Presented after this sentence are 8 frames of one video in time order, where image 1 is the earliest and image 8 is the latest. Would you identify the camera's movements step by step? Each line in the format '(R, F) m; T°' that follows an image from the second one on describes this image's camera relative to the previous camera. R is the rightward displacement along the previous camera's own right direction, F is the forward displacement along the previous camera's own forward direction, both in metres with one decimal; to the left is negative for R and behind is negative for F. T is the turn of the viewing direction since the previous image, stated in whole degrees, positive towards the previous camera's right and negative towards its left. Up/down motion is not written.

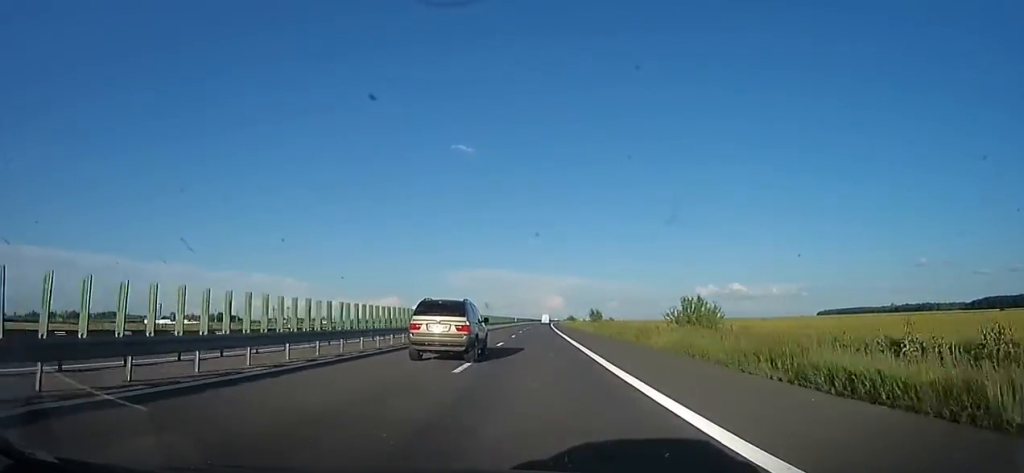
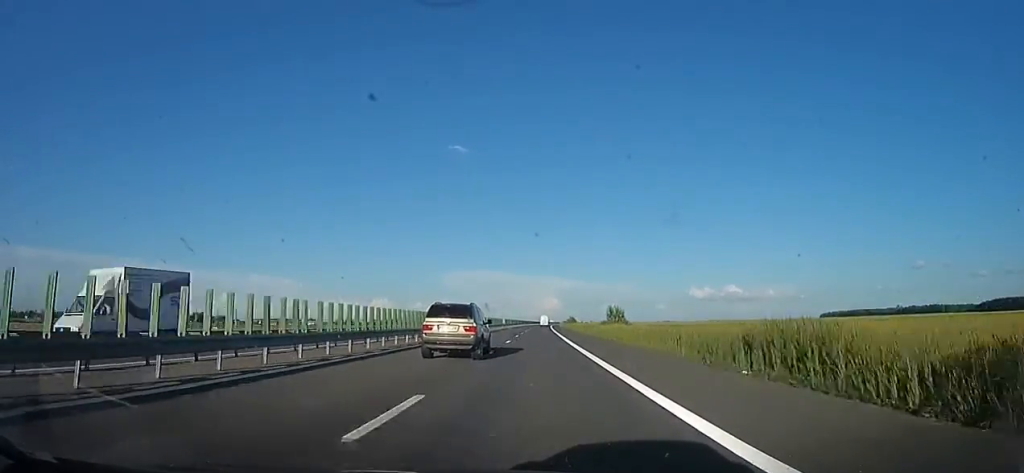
(0.0, +31.0) m; +2°
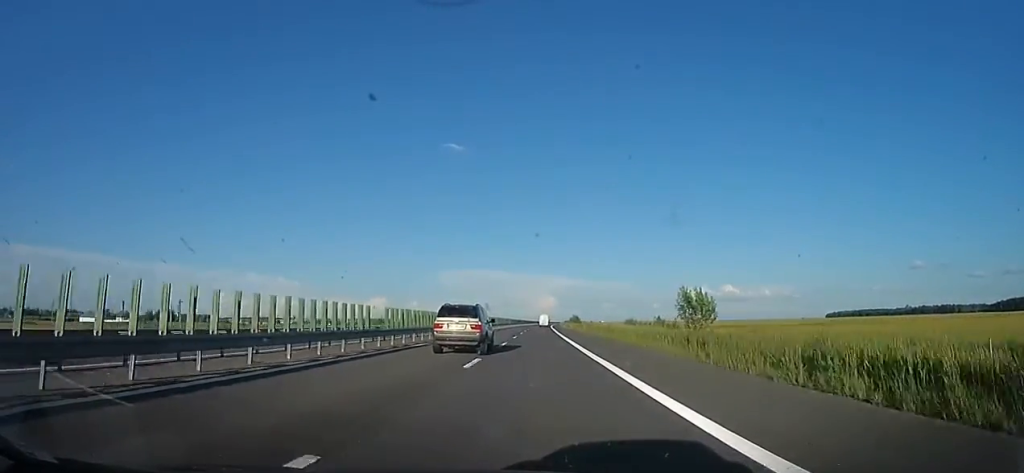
(+1.4, +40.5) m; +1°
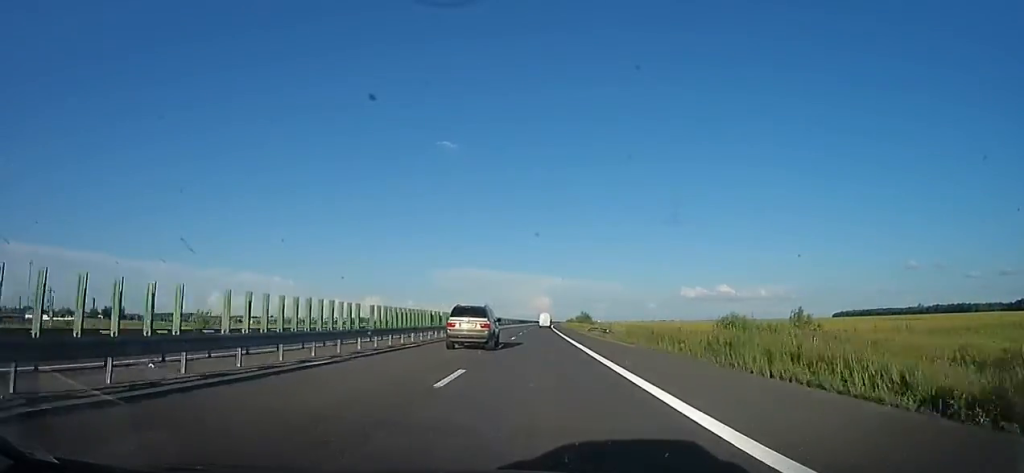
(-2.0, +52.4) m; -2°
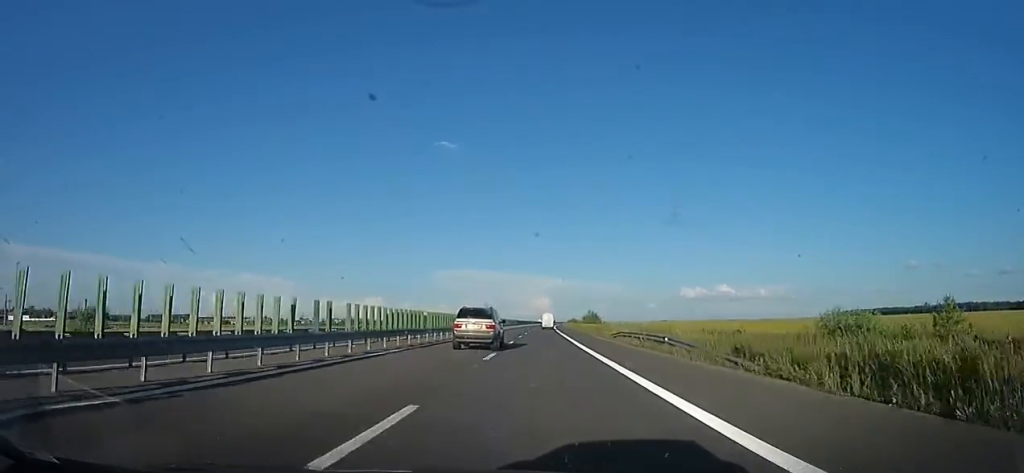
(-0.3, +17.8) m; +1°
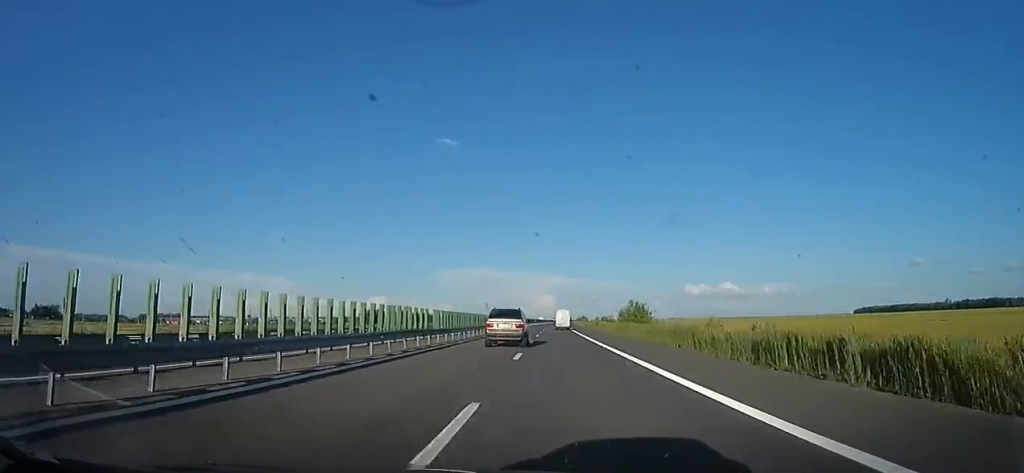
(+1.2, +48.6) m; 0°
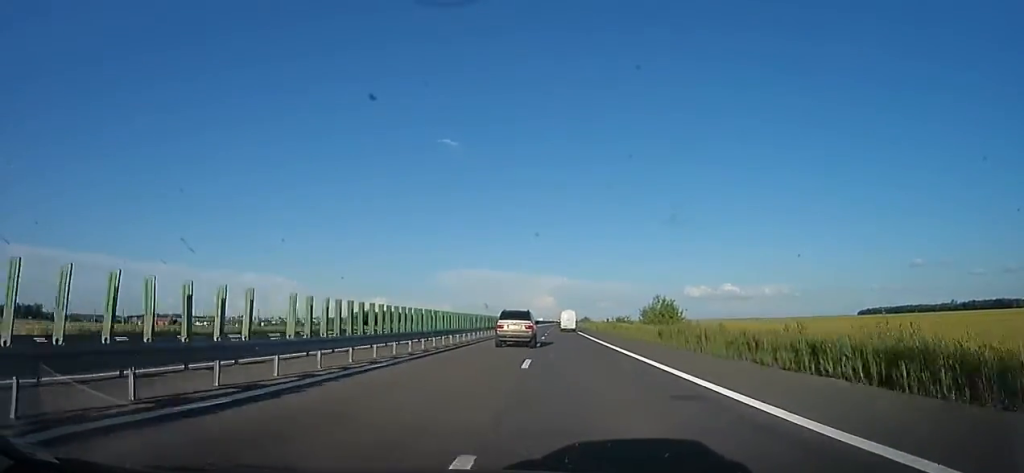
(-0.6, +14.8) m; 0°
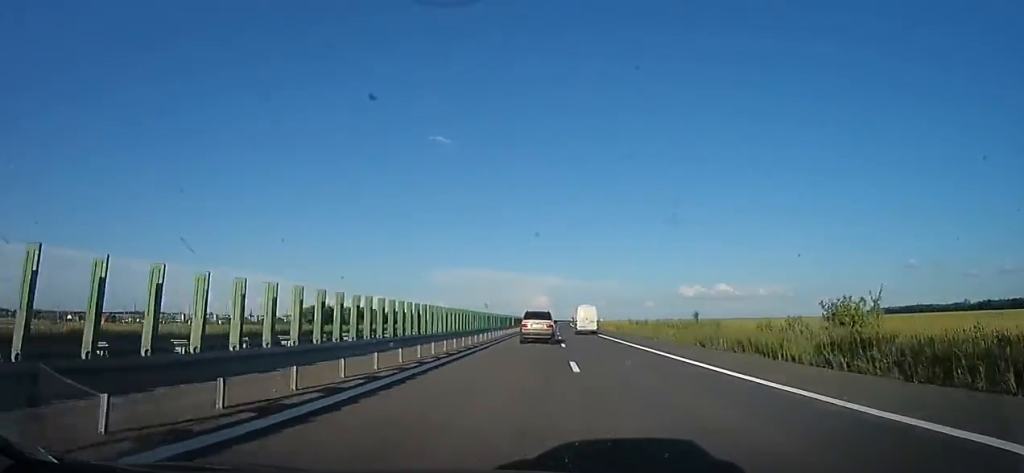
(+0.9, +49.7) m; 0°
